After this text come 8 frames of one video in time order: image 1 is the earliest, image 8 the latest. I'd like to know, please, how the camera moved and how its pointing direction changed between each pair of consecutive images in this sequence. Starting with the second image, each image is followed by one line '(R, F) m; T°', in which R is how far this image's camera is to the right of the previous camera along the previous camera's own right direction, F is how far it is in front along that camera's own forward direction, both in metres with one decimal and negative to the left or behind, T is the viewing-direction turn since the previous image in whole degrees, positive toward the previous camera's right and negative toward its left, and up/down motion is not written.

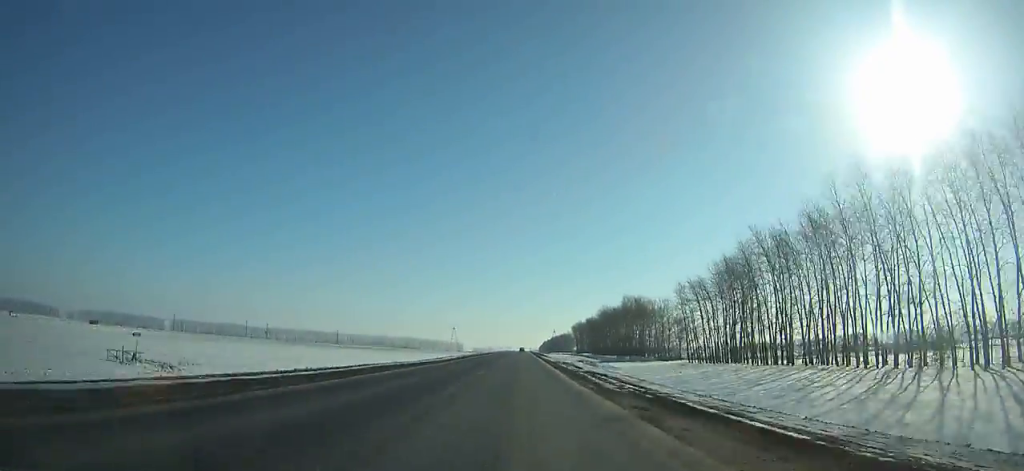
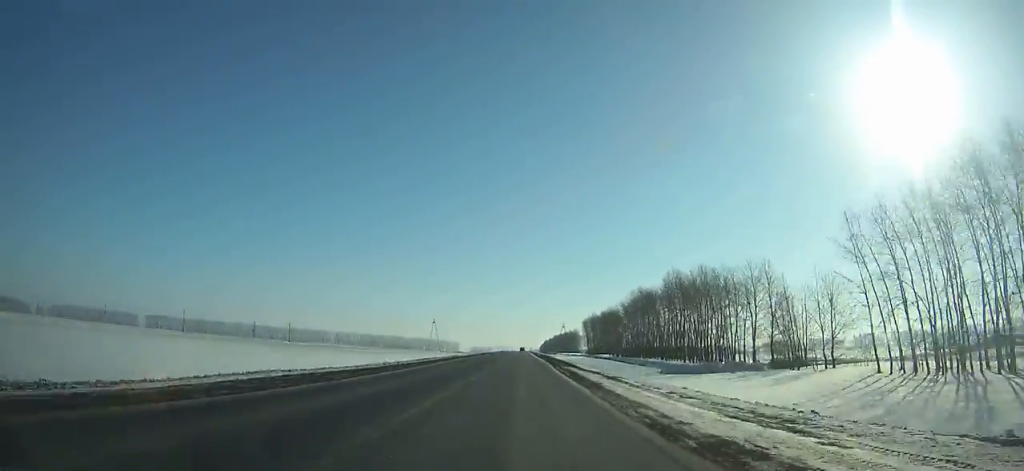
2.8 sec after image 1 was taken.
(+0.1, +62.2) m; 0°
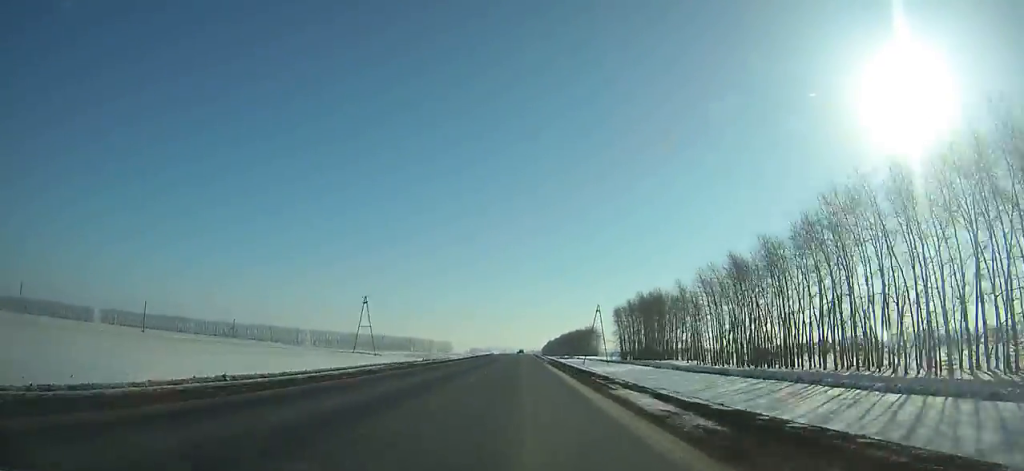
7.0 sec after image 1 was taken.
(+0.1, +96.9) m; 0°
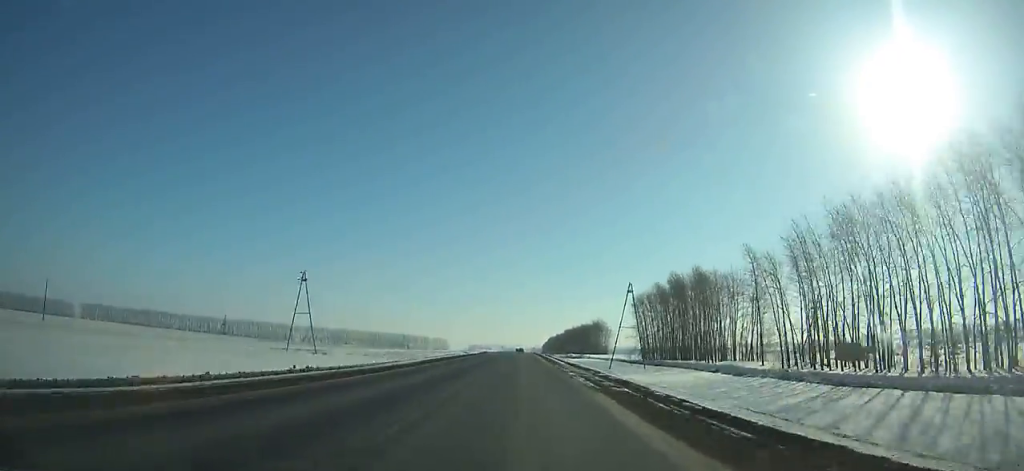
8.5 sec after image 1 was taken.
(+0.1, +35.4) m; 0°
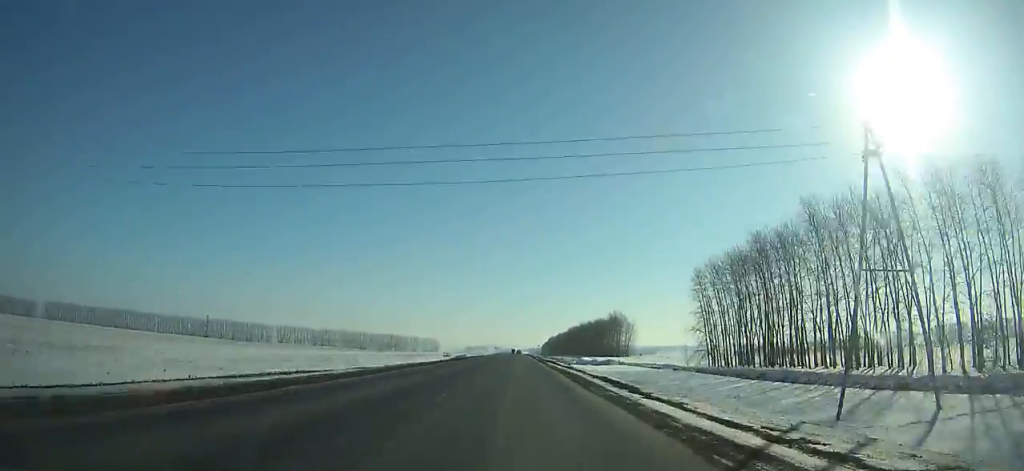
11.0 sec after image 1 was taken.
(0.0, +59.8) m; 0°
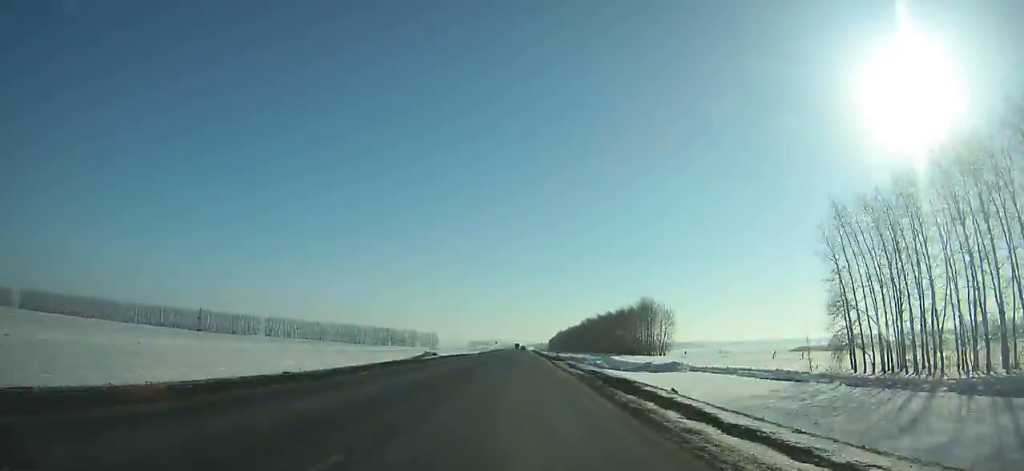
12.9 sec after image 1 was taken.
(0.0, +46.0) m; 0°
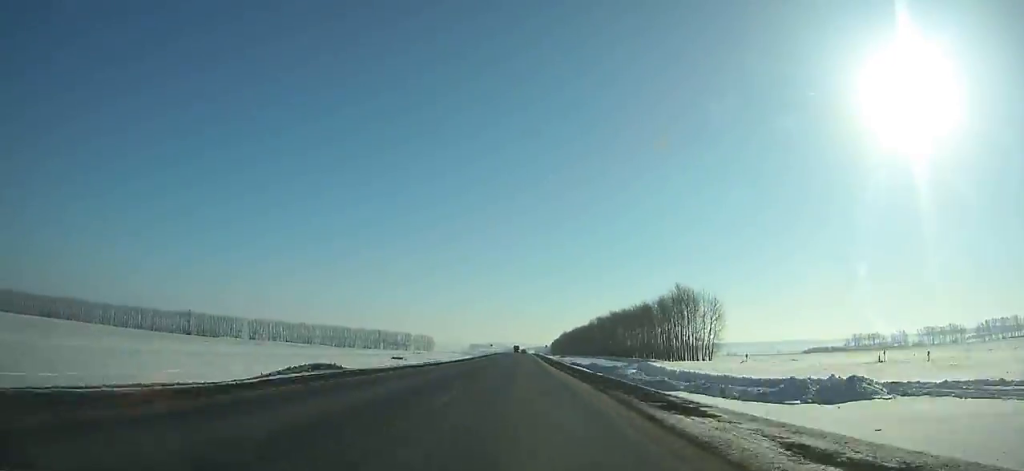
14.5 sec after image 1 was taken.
(0.0, +39.1) m; 0°
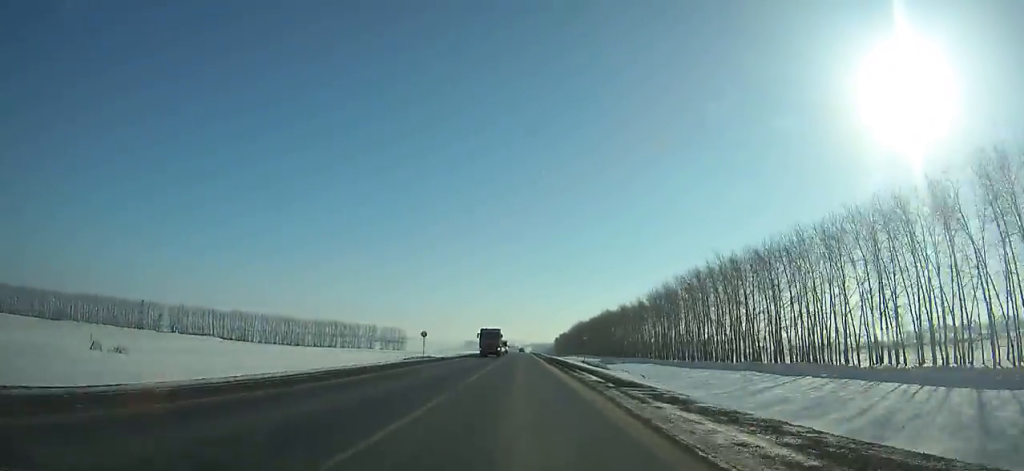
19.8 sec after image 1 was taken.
(0.0, +132.2) m; 0°
